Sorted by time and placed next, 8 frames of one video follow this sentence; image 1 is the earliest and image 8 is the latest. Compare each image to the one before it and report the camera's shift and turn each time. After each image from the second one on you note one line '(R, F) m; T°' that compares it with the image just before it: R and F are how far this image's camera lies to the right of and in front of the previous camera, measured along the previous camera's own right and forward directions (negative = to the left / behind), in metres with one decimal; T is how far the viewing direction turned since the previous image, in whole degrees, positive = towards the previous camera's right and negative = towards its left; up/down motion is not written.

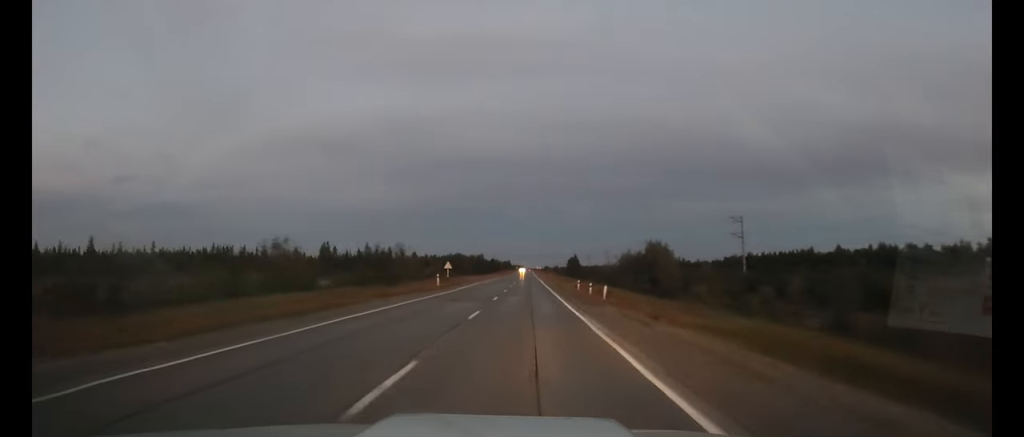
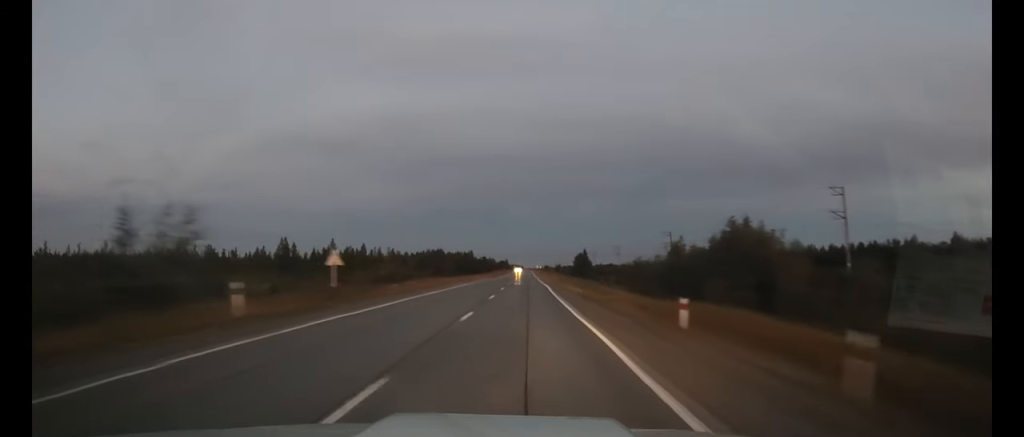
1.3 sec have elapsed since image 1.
(0.0, +36.6) m; 0°
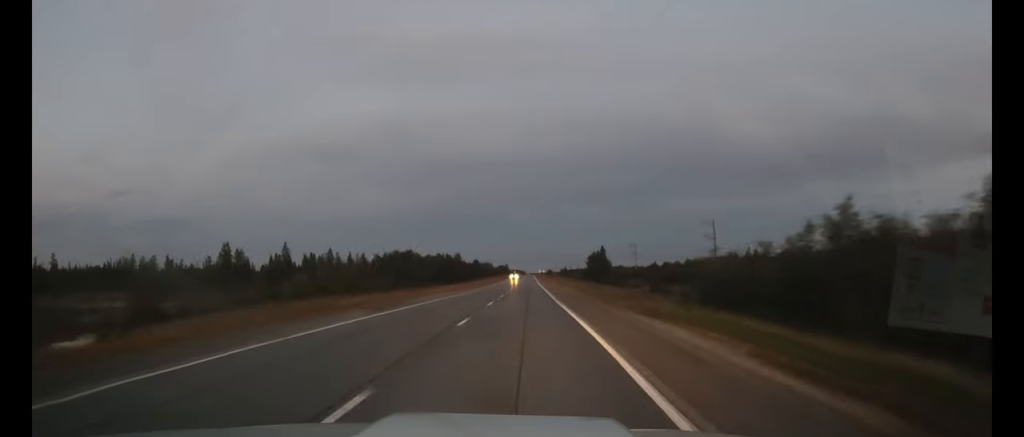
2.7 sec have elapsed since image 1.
(0.0, +36.6) m; 0°
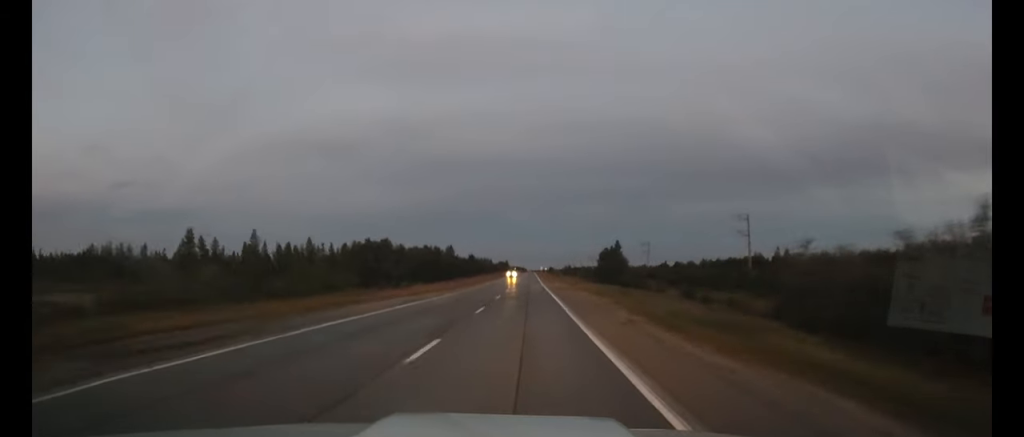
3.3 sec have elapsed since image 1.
(0.0, +18.3) m; 0°
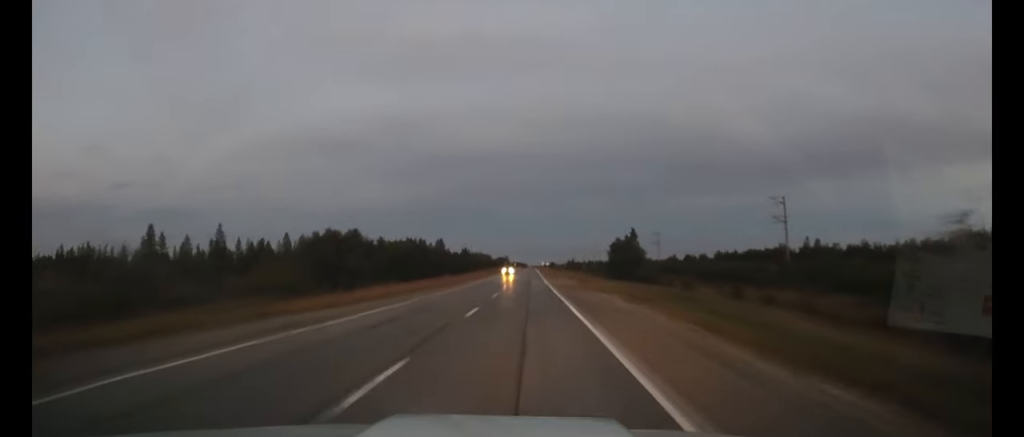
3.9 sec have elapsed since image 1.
(0.0, +15.5) m; 0°
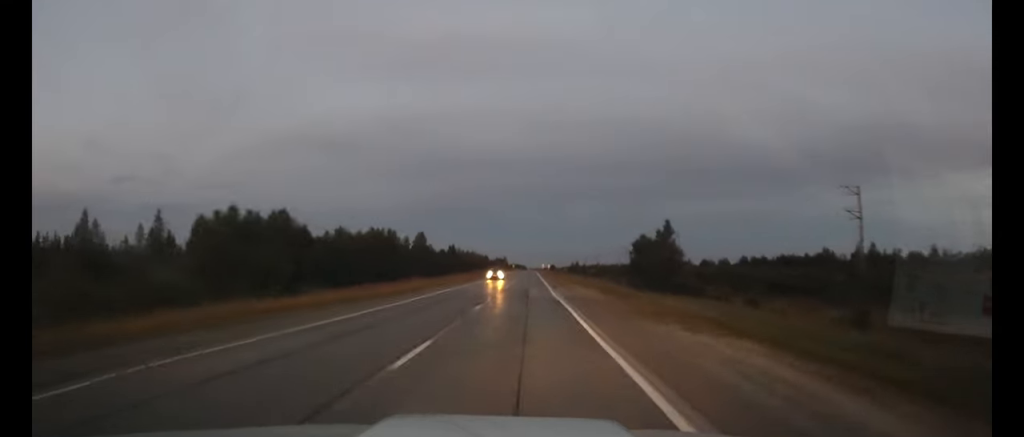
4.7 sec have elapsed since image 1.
(0.0, +21.8) m; 0°
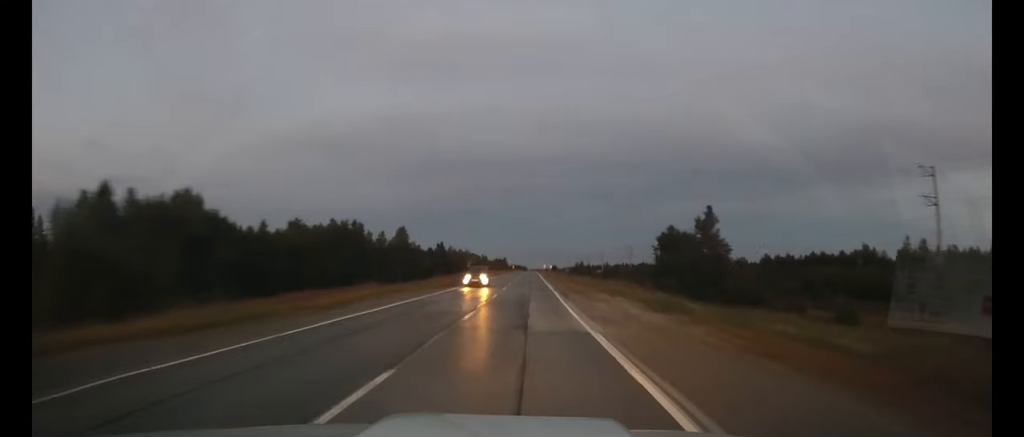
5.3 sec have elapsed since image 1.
(0.0, +15.4) m; 0°
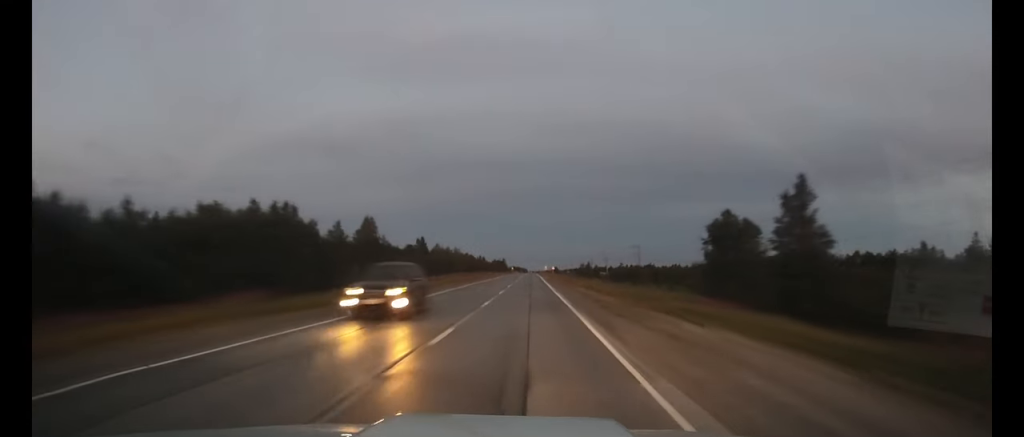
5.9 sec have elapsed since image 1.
(0.0, +18.1) m; 0°
